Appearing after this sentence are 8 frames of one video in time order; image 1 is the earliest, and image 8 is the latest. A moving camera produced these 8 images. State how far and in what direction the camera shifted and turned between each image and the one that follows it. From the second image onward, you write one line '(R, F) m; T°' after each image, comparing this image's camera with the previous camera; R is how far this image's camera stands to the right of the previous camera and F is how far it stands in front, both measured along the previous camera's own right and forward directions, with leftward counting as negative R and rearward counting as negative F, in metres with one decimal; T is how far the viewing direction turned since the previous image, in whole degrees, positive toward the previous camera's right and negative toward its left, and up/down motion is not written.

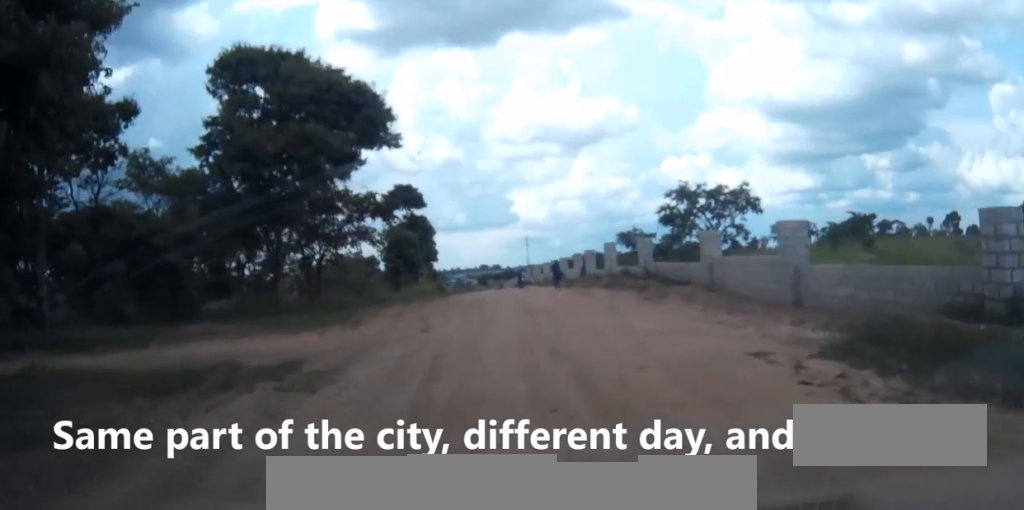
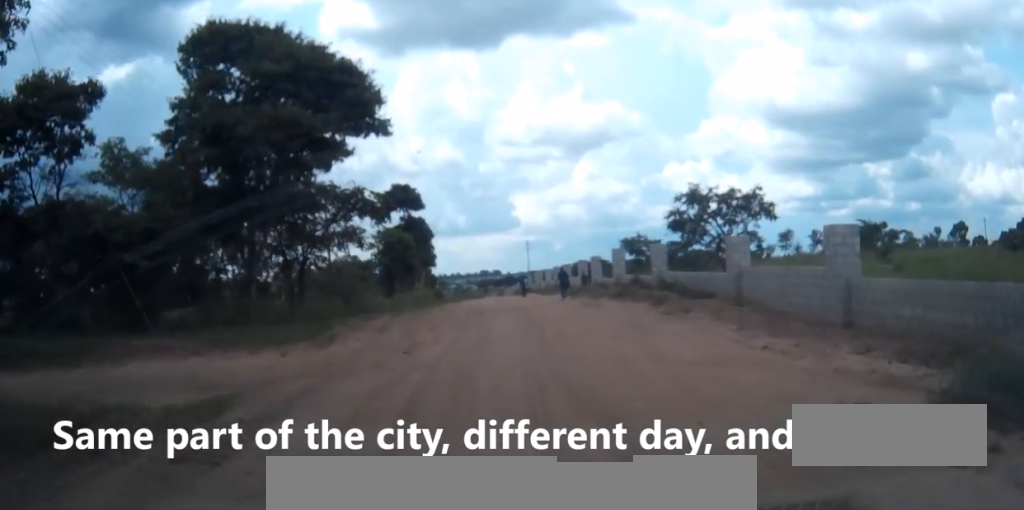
(0.0, +2.7) m; -1°
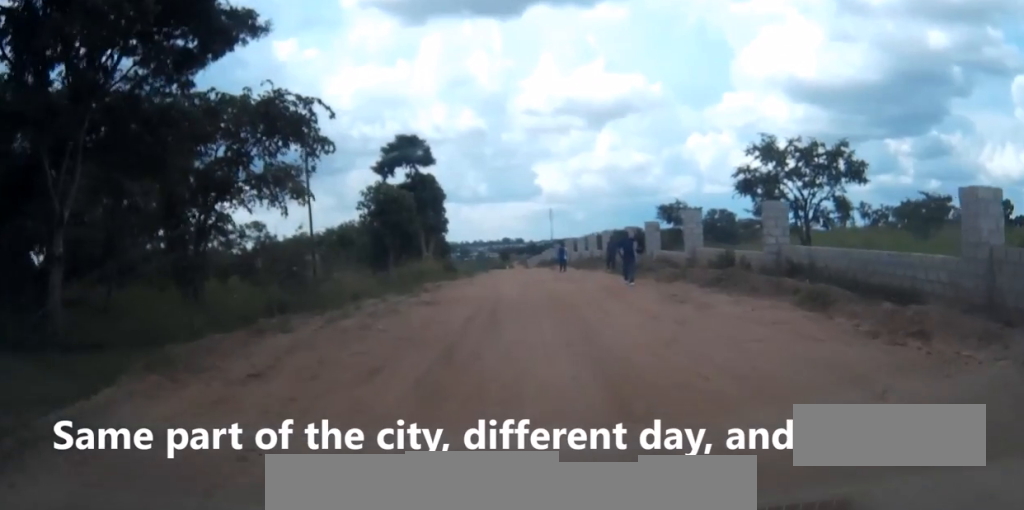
(-0.4, +11.1) m; -3°
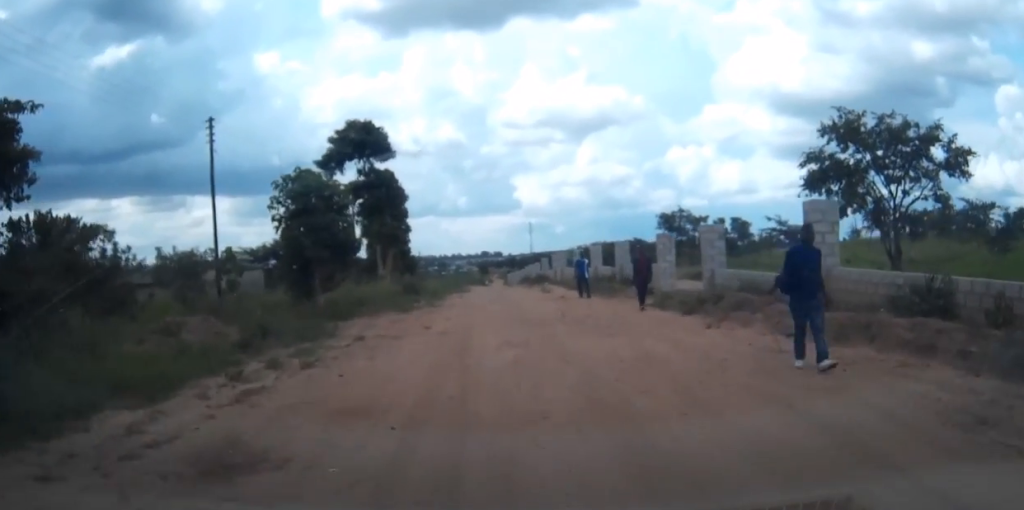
(-0.1, +12.5) m; +1°
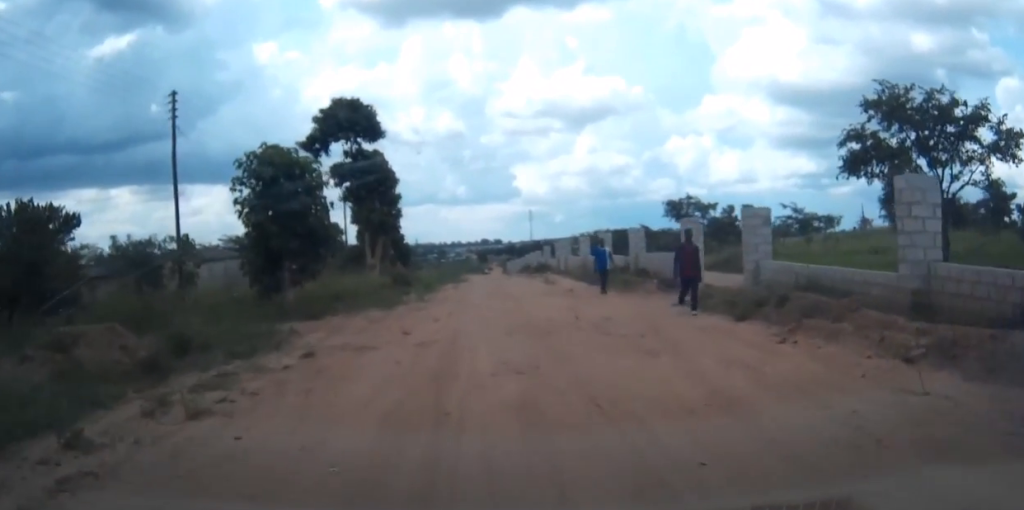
(+0.1, +3.9) m; +1°
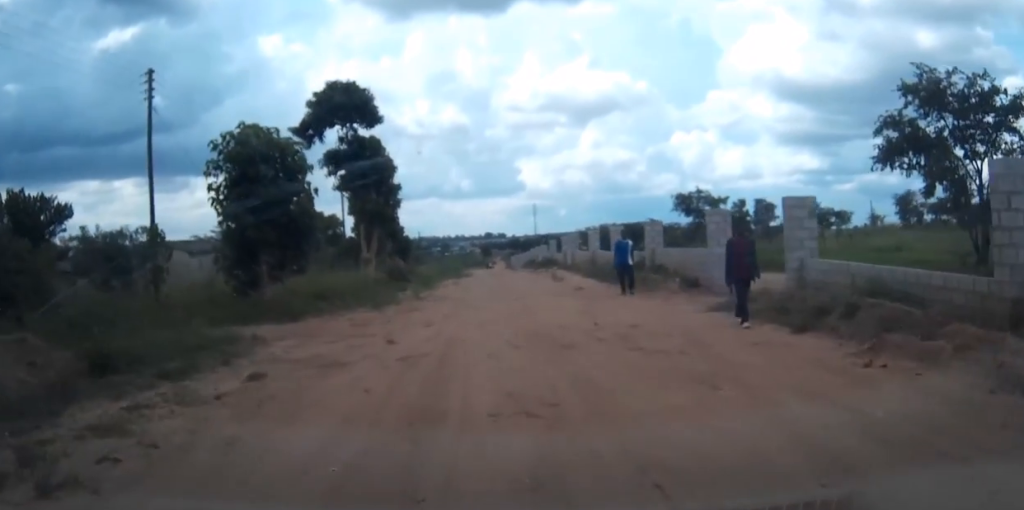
(+0.1, +2.5) m; 0°
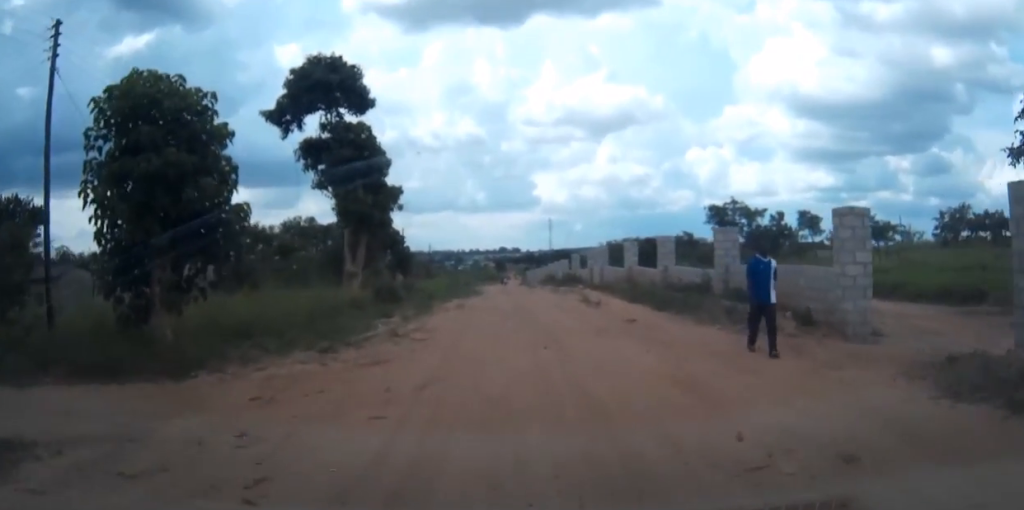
(-0.3, +7.7) m; -3°
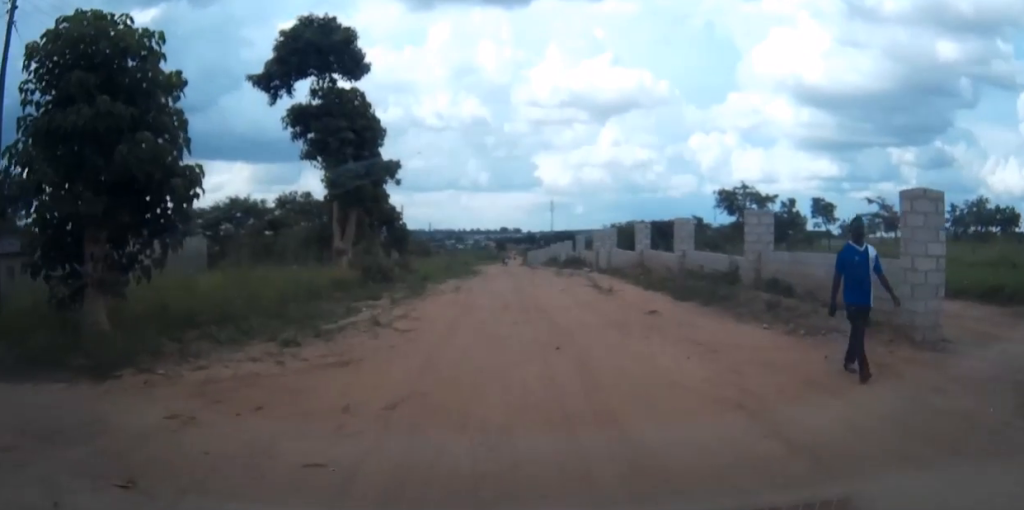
(-0.1, +2.6) m; 0°
